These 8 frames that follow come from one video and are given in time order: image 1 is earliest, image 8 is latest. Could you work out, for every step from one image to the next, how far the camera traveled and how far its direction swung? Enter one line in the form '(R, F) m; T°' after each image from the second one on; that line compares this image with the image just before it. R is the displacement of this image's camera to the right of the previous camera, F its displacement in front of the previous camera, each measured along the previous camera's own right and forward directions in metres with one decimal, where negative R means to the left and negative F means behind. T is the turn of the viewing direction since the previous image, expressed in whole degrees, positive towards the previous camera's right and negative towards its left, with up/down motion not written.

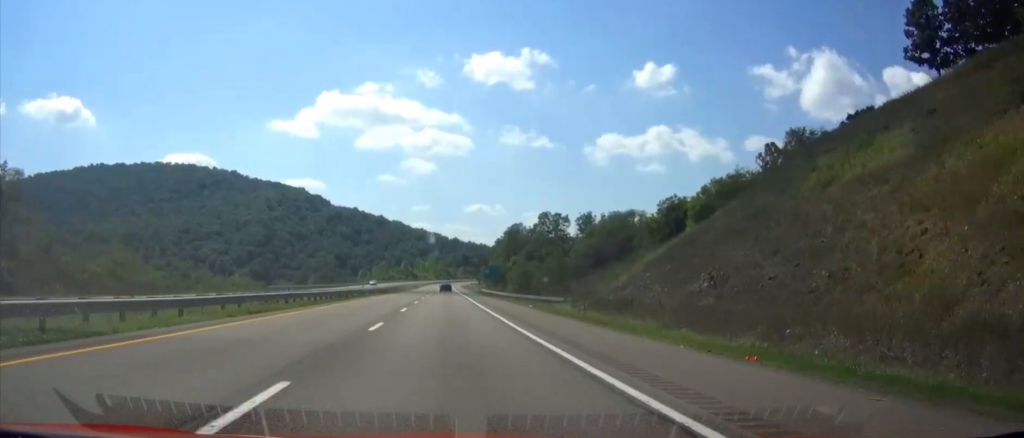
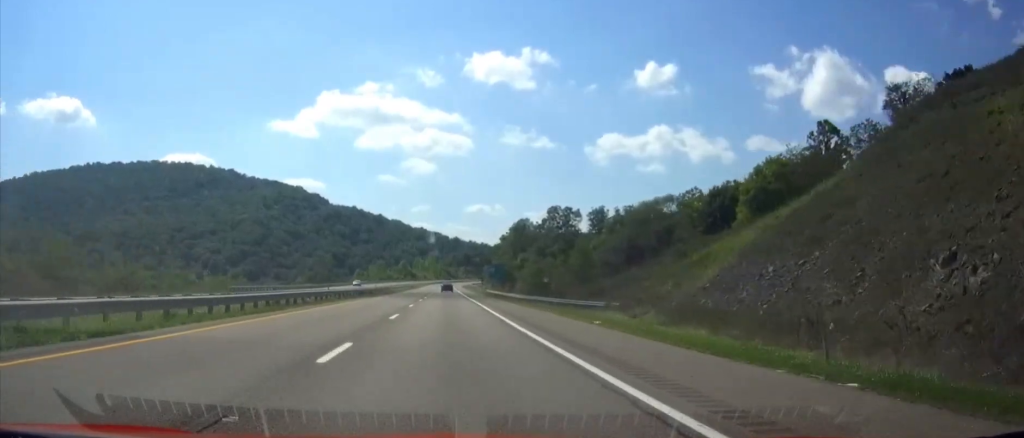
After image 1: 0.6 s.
(0.0, +19.2) m; 0°
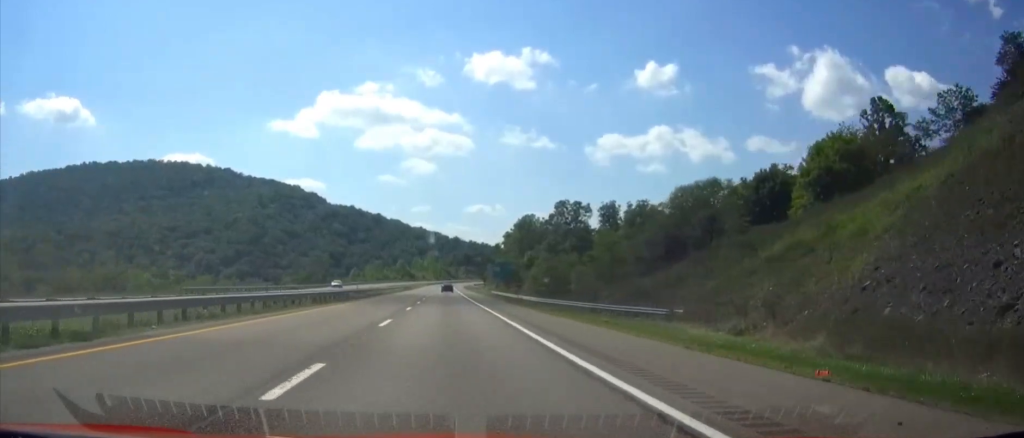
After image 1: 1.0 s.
(0.0, +15.8) m; 0°
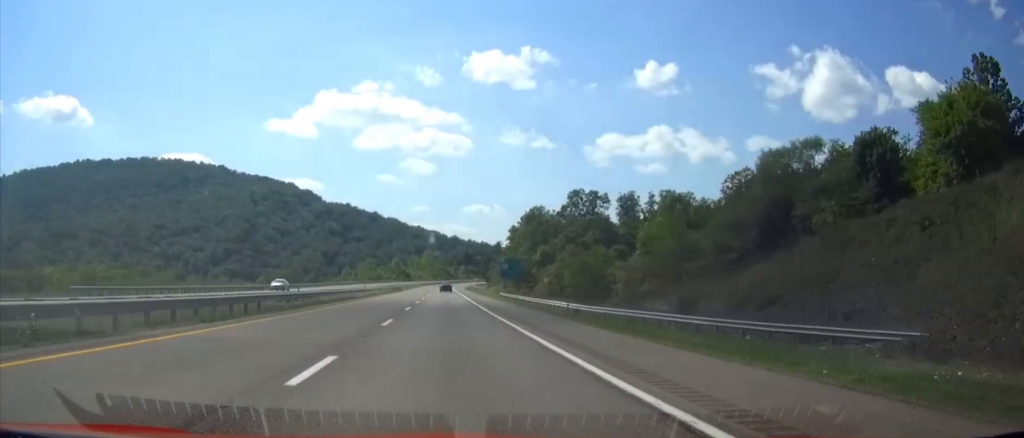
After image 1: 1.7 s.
(0.0, +23.7) m; 0°
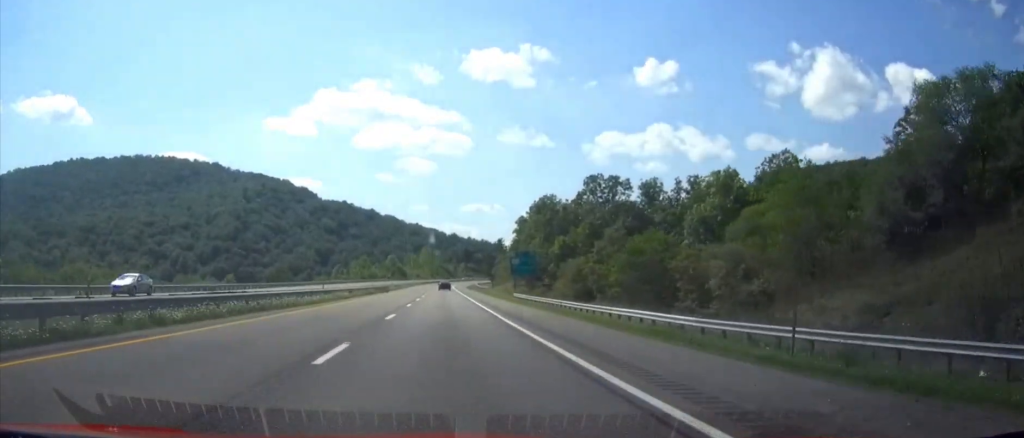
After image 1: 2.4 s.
(0.0, +22.6) m; 0°
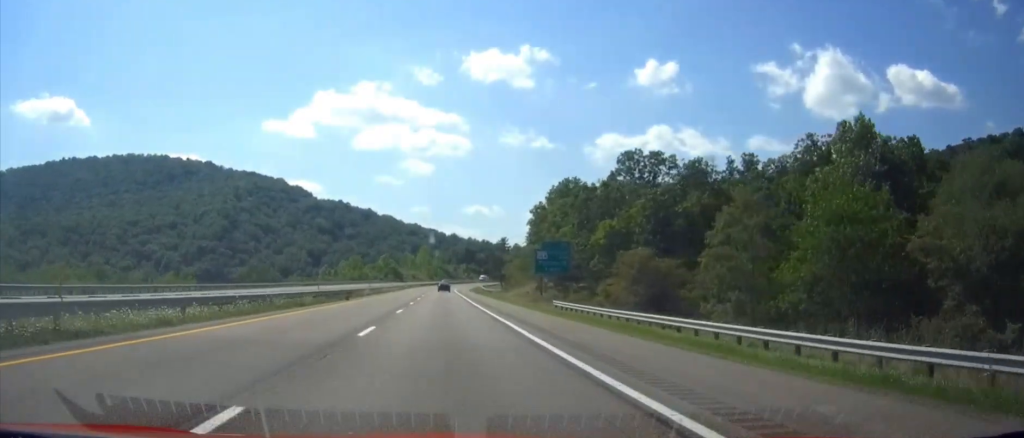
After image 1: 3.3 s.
(+0.1, +31.6) m; 0°
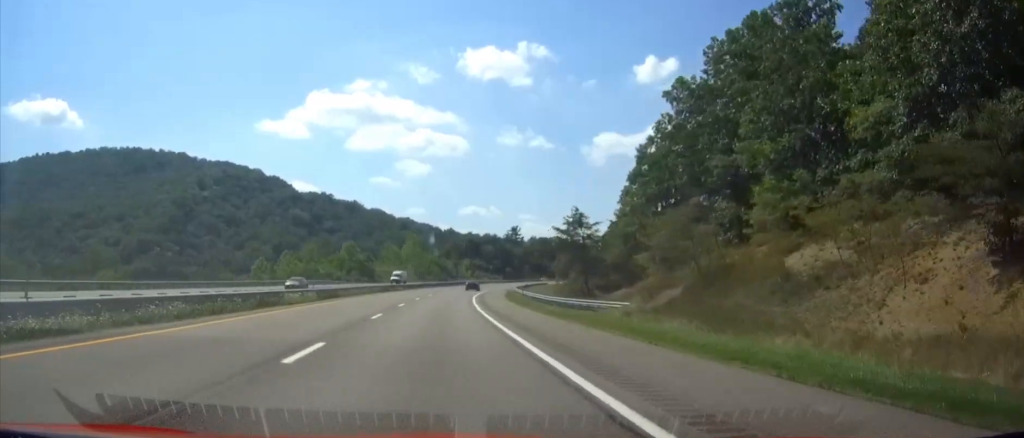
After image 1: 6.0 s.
(+0.2, +91.7) m; 0°
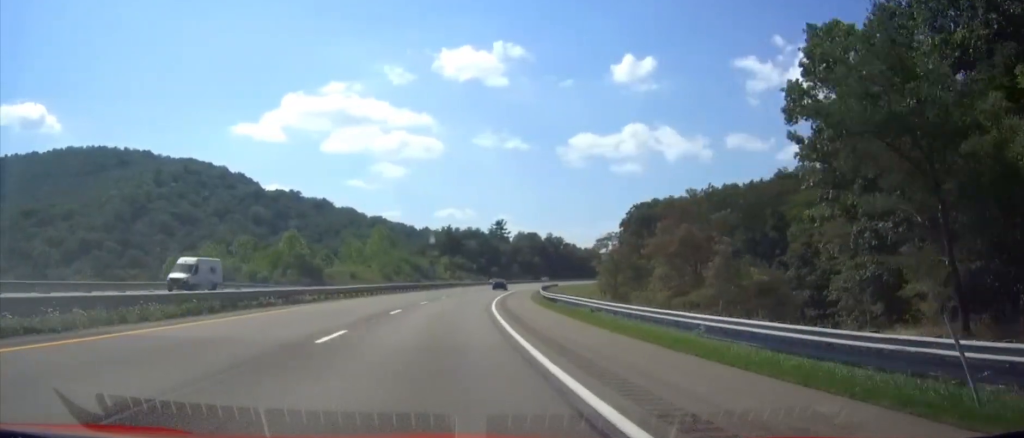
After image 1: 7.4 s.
(+0.2, +46.4) m; +1°
